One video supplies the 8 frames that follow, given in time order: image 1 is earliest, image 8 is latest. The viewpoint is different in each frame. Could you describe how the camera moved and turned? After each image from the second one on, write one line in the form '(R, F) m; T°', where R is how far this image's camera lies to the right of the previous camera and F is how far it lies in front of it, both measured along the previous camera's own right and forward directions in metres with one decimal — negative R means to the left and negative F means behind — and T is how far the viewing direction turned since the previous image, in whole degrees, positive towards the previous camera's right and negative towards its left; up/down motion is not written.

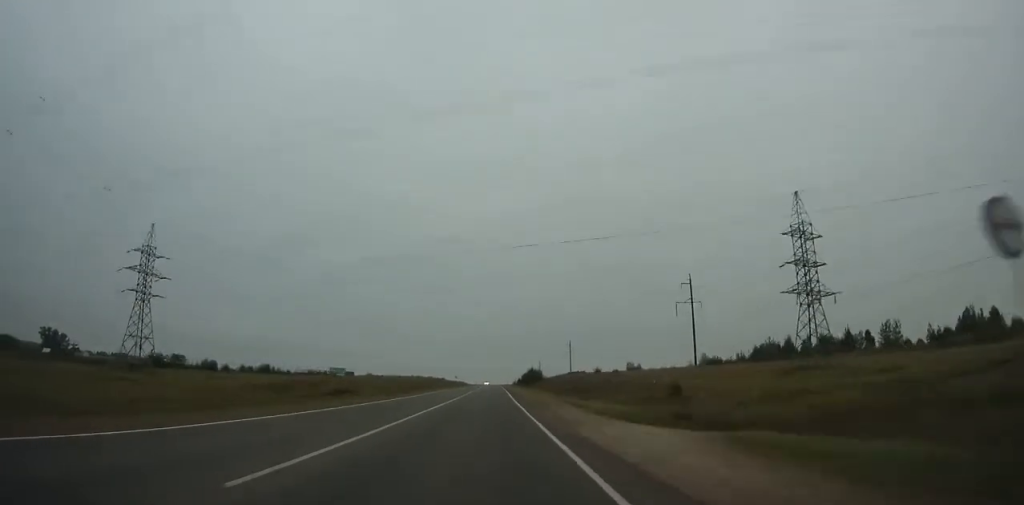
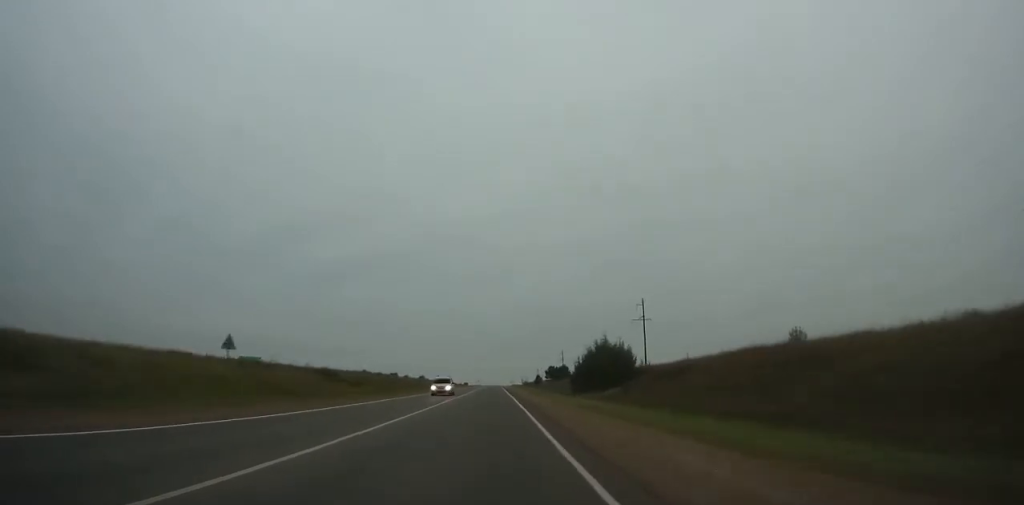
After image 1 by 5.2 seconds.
(-0.1, +154.8) m; 0°
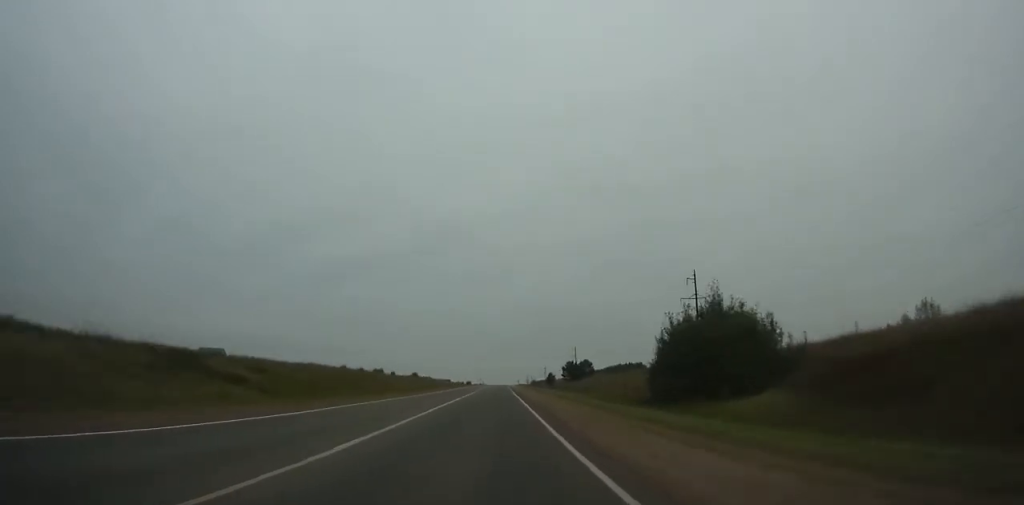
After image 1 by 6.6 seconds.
(-0.1, +42.0) m; 0°
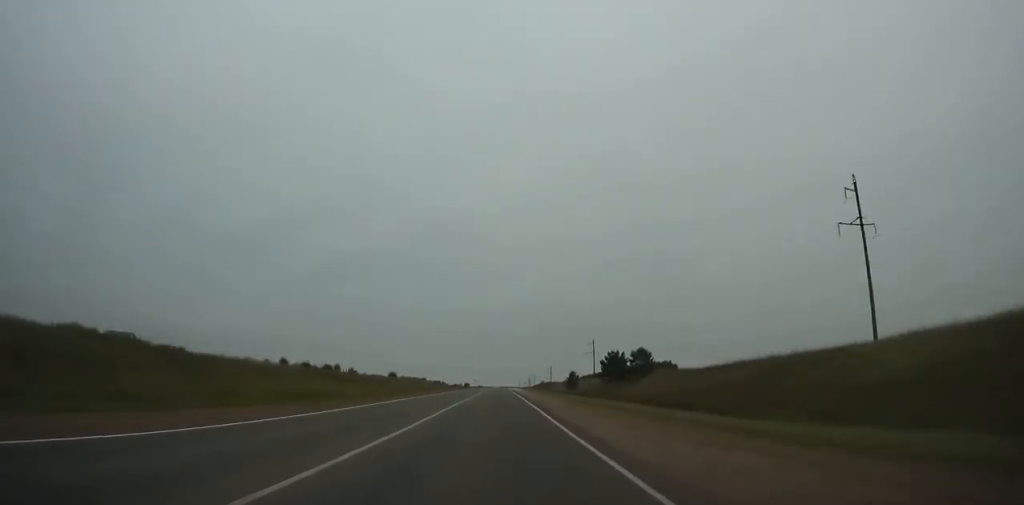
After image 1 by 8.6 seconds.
(-0.4, +60.1) m; 0°
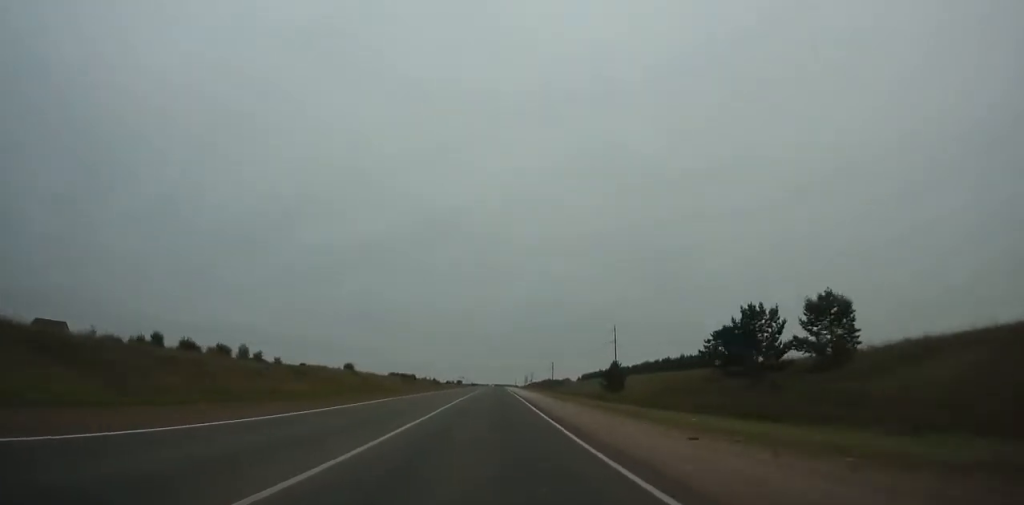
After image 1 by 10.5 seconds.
(+0.2, +57.0) m; 0°
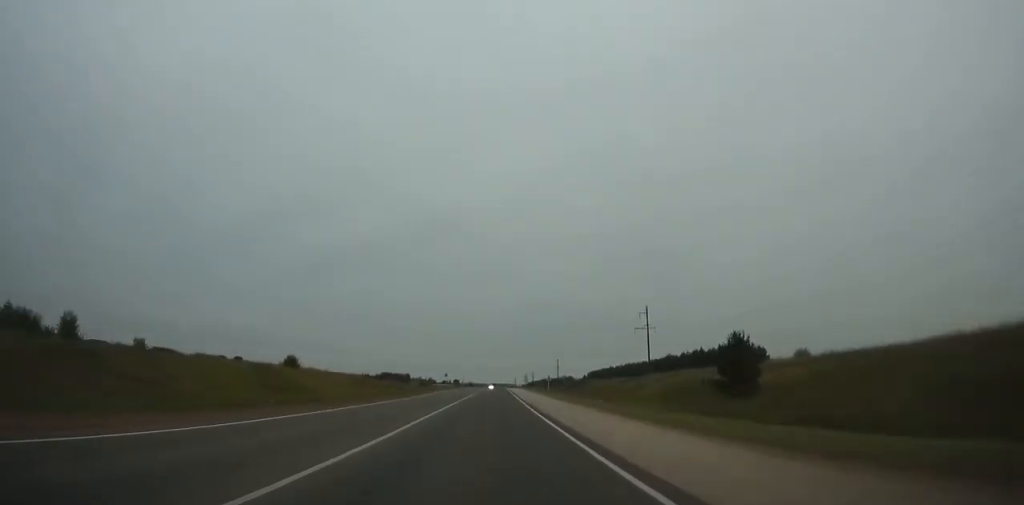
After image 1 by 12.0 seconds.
(0.0, +45.0) m; 0°
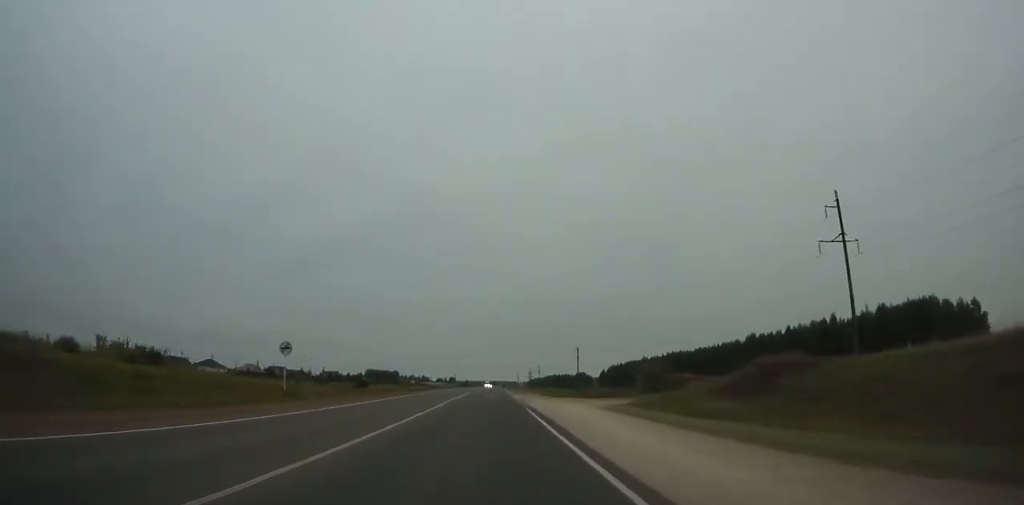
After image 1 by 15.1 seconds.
(+0.4, +91.4) m; 0°
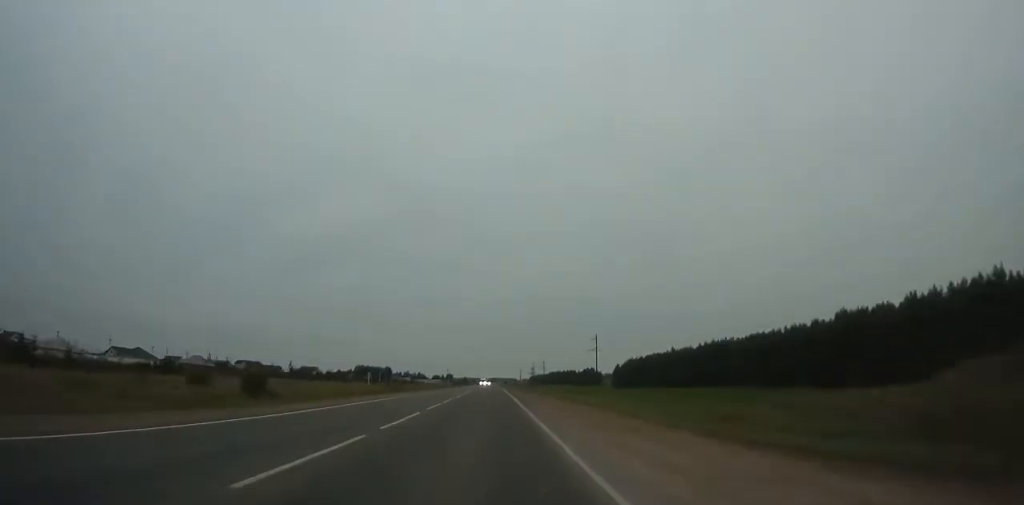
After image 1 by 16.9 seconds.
(-0.2, +52.0) m; 0°
